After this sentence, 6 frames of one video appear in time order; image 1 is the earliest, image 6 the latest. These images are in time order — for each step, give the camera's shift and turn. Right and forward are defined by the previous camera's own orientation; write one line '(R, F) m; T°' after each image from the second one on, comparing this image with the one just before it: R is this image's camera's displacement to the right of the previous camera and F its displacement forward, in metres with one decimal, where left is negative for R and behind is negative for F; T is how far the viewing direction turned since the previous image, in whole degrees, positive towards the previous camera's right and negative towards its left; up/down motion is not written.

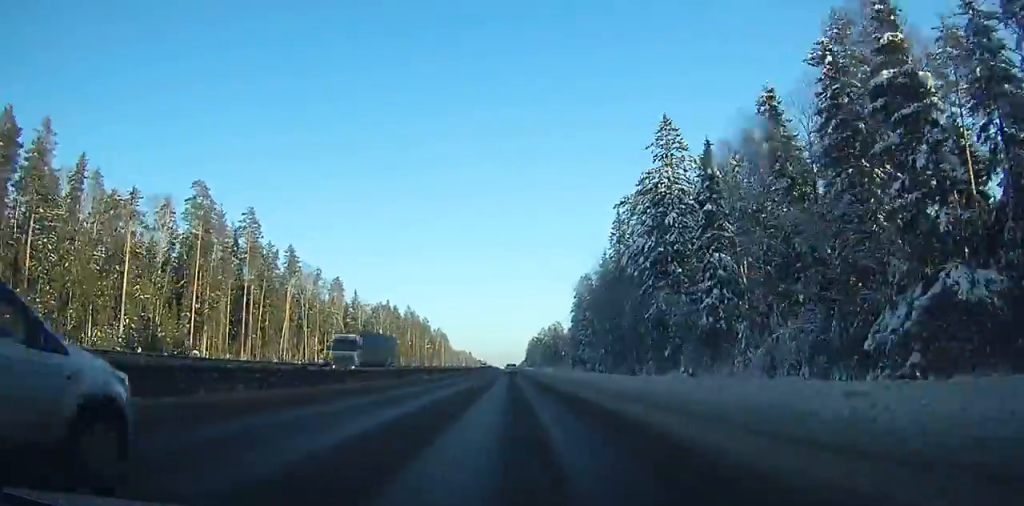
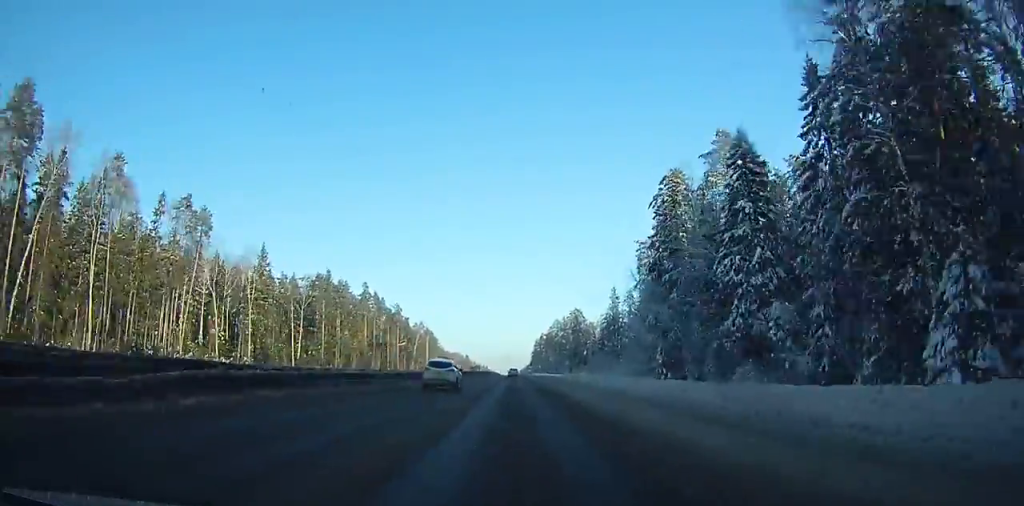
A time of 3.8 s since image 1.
(0.0, +99.0) m; 0°
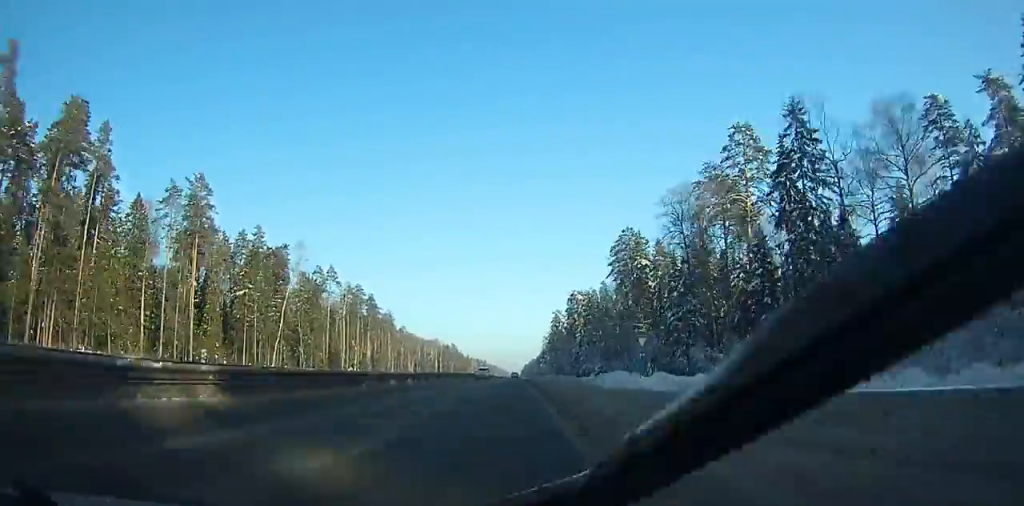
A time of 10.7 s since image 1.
(-0.2, +179.6) m; 0°
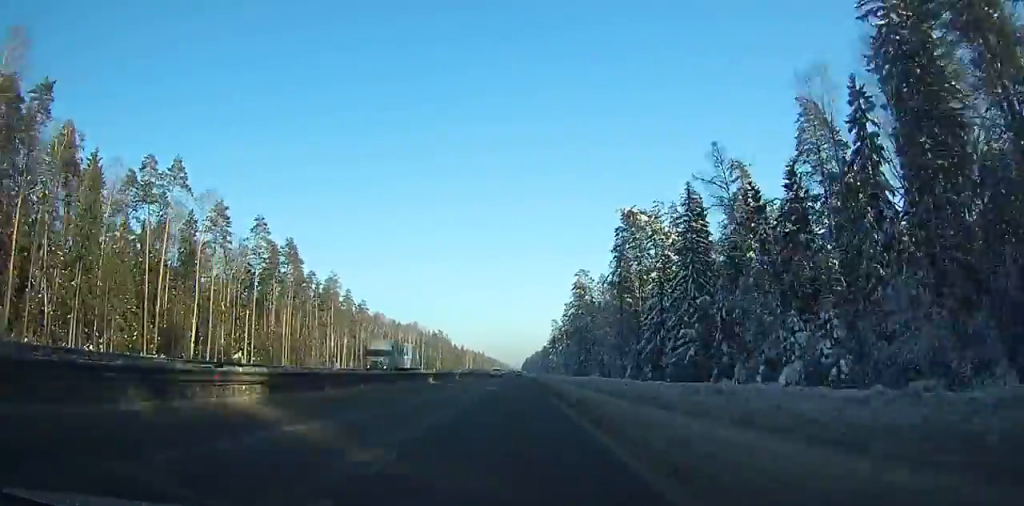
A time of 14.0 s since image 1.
(0.0, +88.4) m; 0°
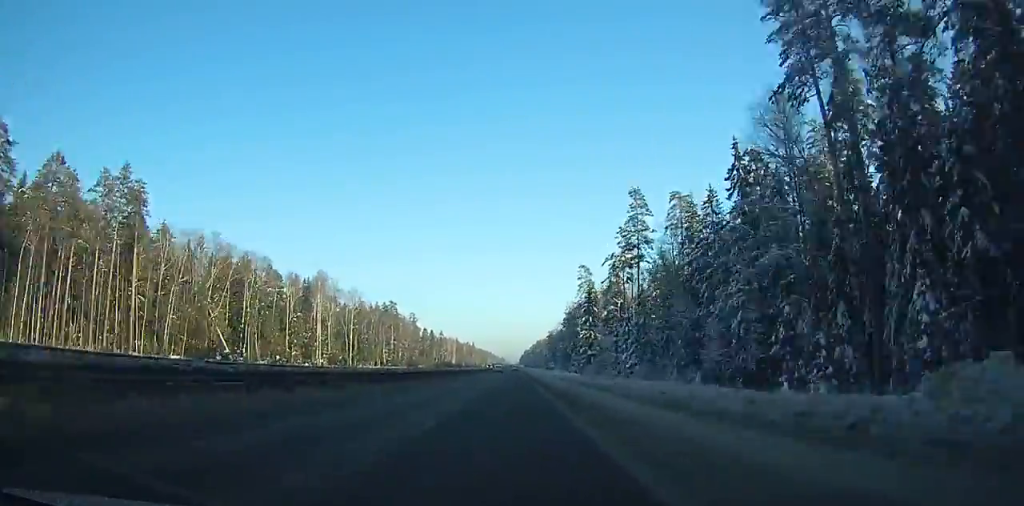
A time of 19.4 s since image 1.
(+1.3, +135.0) m; 0°
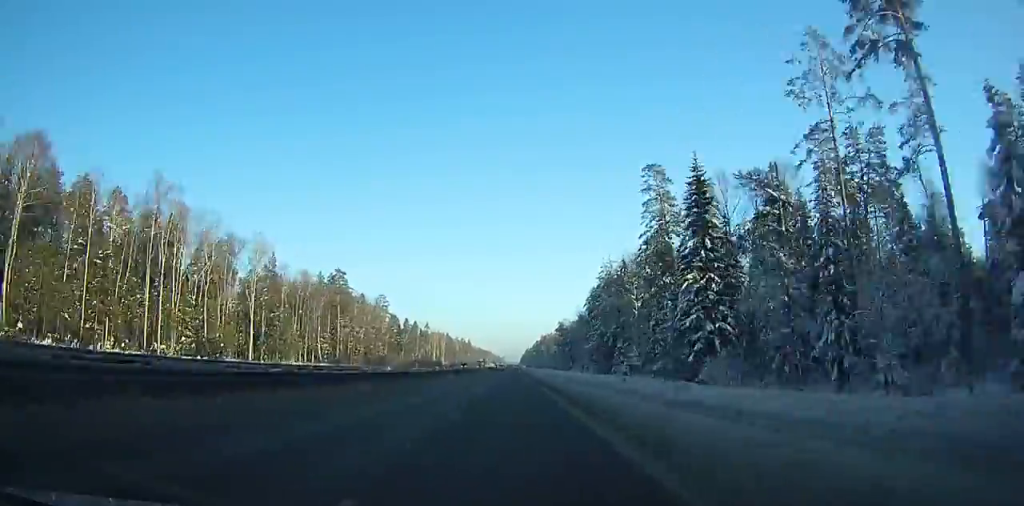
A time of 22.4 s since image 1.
(-1.7, +76.1) m; -1°
